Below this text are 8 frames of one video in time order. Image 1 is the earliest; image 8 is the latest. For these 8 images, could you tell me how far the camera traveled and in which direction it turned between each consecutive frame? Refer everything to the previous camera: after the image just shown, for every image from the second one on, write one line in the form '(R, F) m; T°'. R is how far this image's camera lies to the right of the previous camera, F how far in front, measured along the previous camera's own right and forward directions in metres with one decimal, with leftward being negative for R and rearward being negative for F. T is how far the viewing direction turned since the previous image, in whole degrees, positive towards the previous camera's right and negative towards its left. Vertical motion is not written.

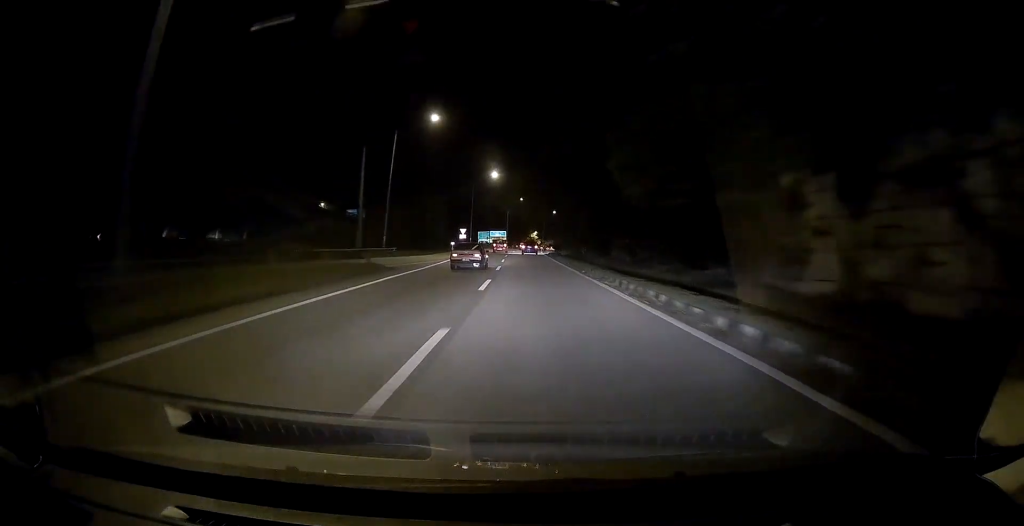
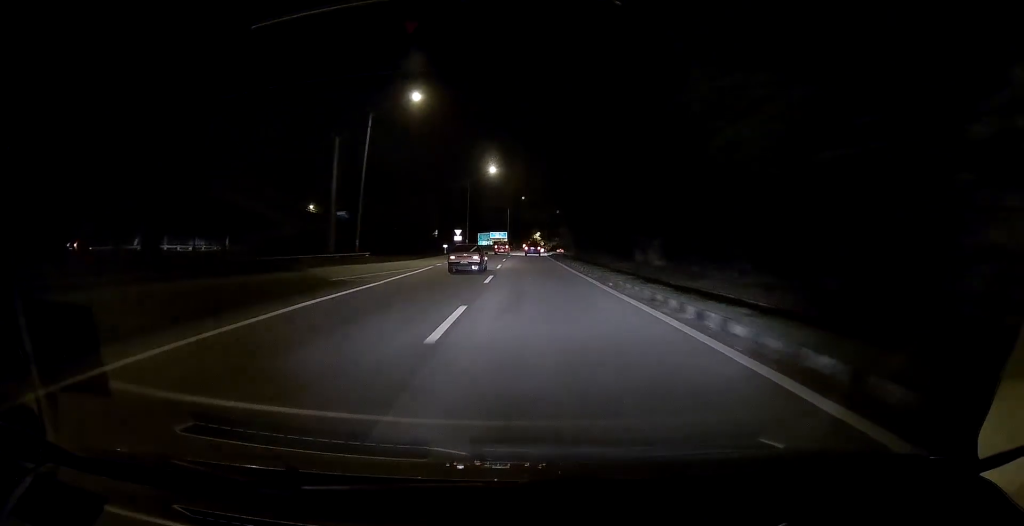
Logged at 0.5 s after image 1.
(0.0, +8.5) m; -1°
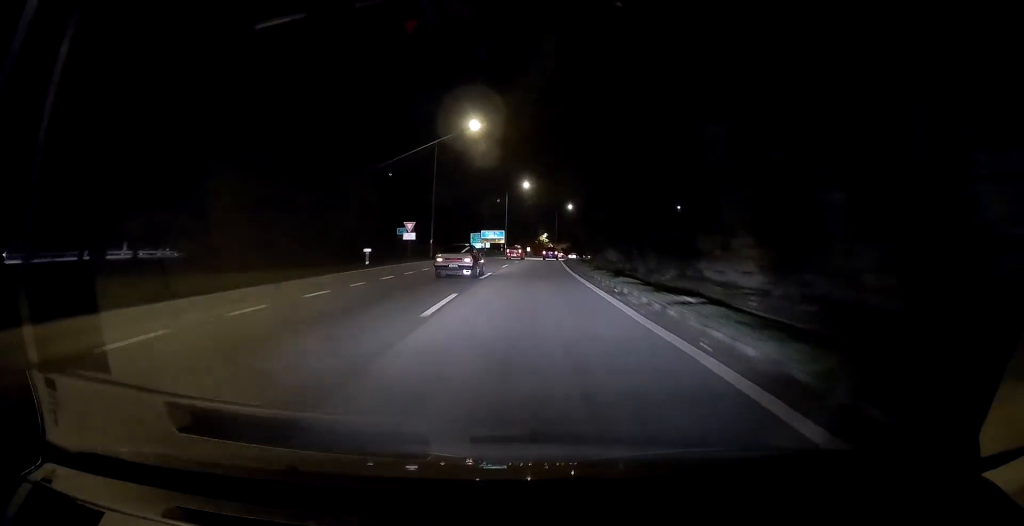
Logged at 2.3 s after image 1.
(-0.6, +33.5) m; -2°
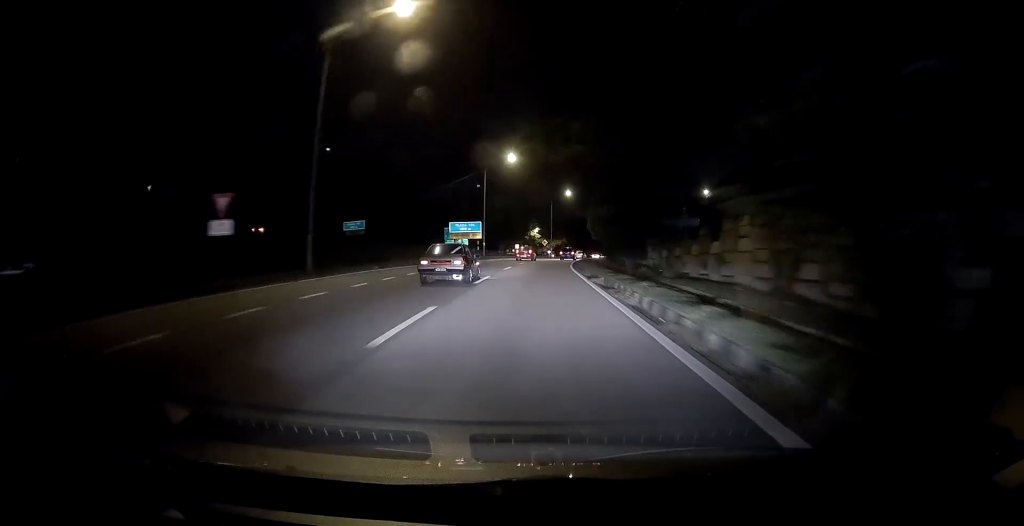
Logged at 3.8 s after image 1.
(-0.4, +27.0) m; 0°
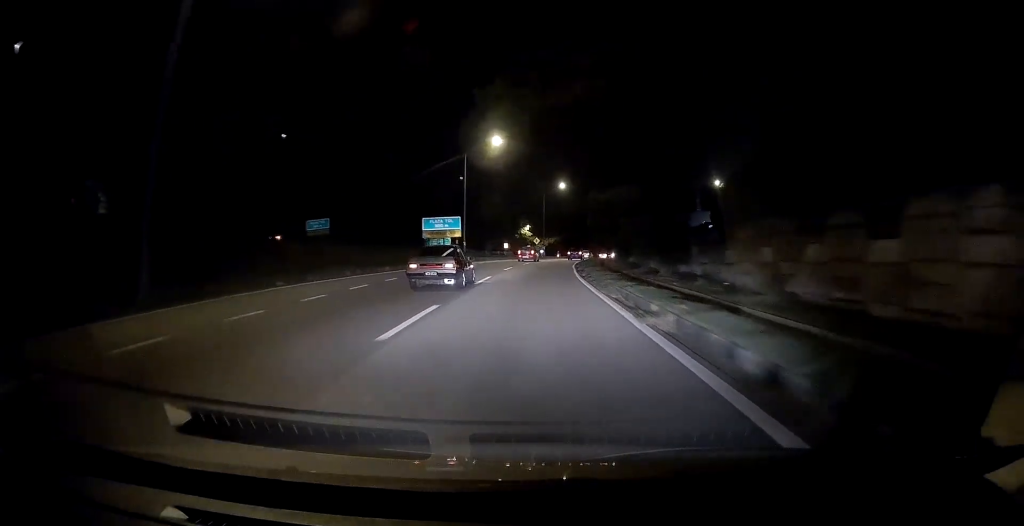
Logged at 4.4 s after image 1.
(+0.3, +11.3) m; 0°
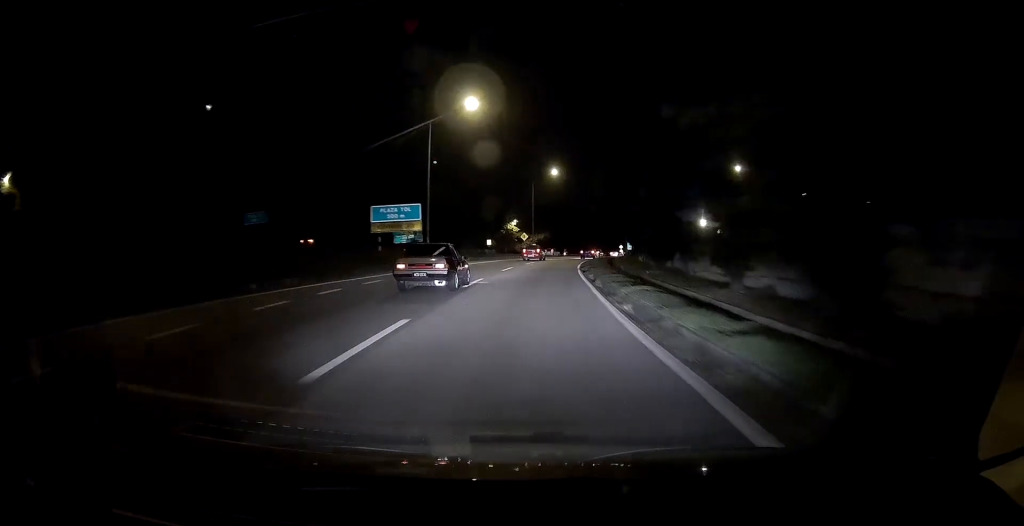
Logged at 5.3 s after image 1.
(-0.1, +14.6) m; +1°
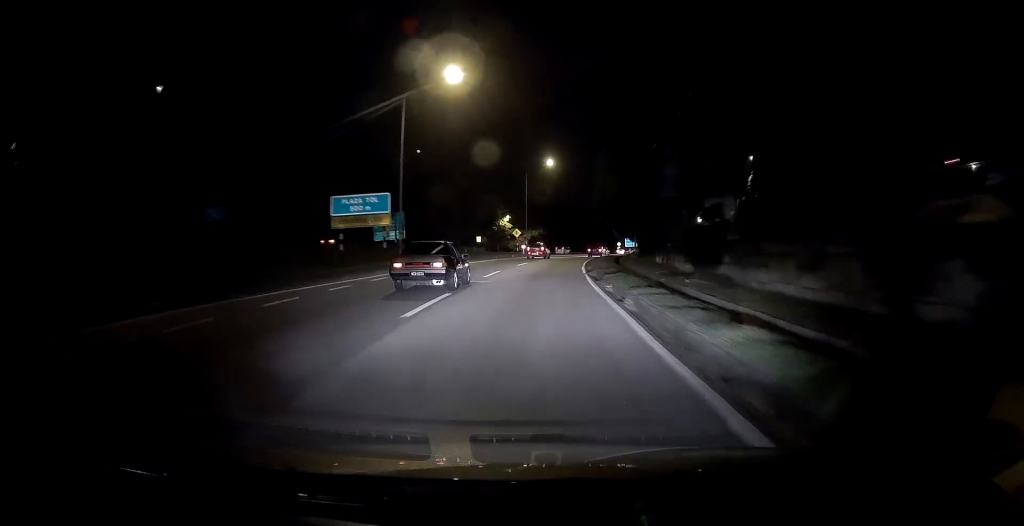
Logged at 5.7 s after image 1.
(-0.1, +7.5) m; +1°
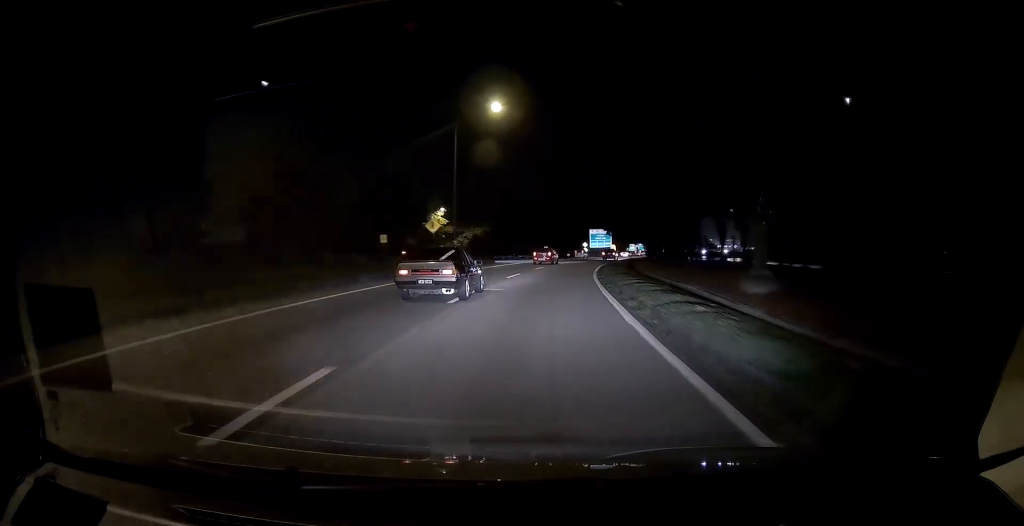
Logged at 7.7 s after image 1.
(+1.3, +33.2) m; +4°
